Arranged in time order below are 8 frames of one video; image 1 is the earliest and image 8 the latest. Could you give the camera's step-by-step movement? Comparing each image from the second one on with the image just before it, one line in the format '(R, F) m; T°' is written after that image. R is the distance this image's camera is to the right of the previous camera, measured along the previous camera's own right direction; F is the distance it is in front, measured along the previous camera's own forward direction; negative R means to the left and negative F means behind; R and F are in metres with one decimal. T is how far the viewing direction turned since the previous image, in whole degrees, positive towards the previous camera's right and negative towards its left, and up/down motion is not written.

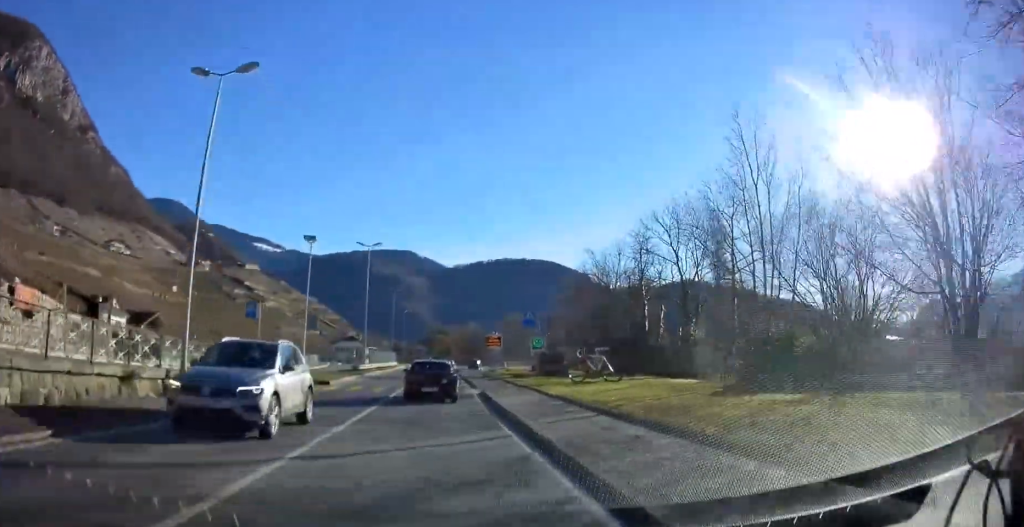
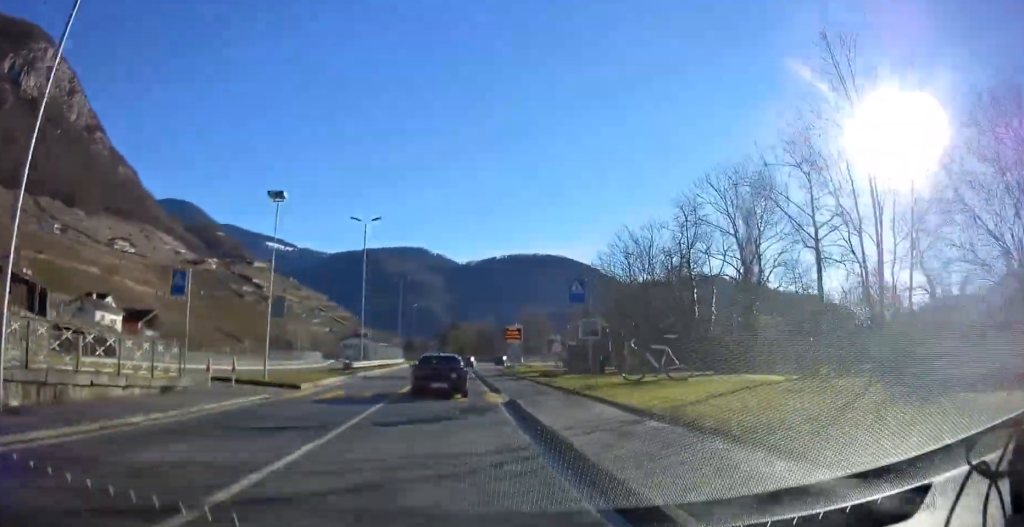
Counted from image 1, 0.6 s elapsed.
(0.0, +8.2) m; -1°
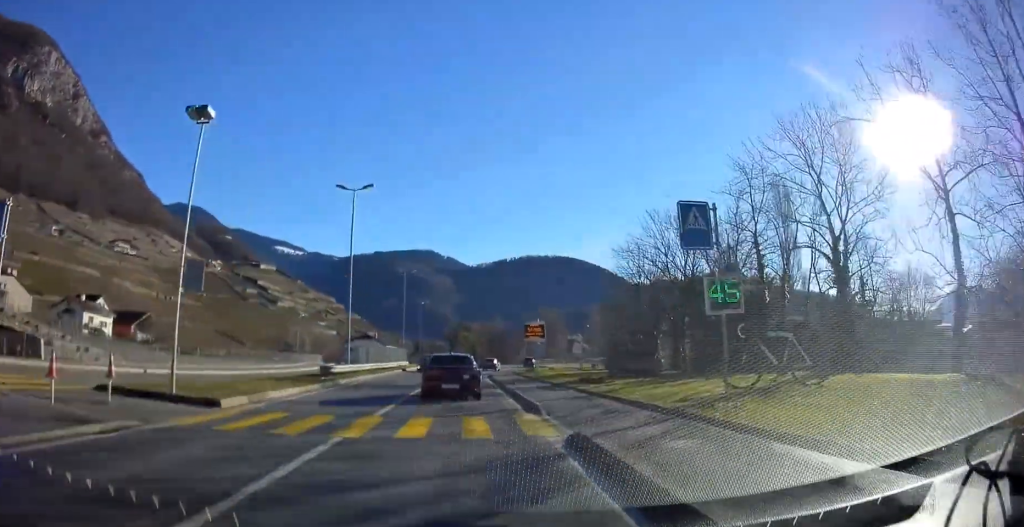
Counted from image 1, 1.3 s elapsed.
(-0.2, +8.9) m; -1°
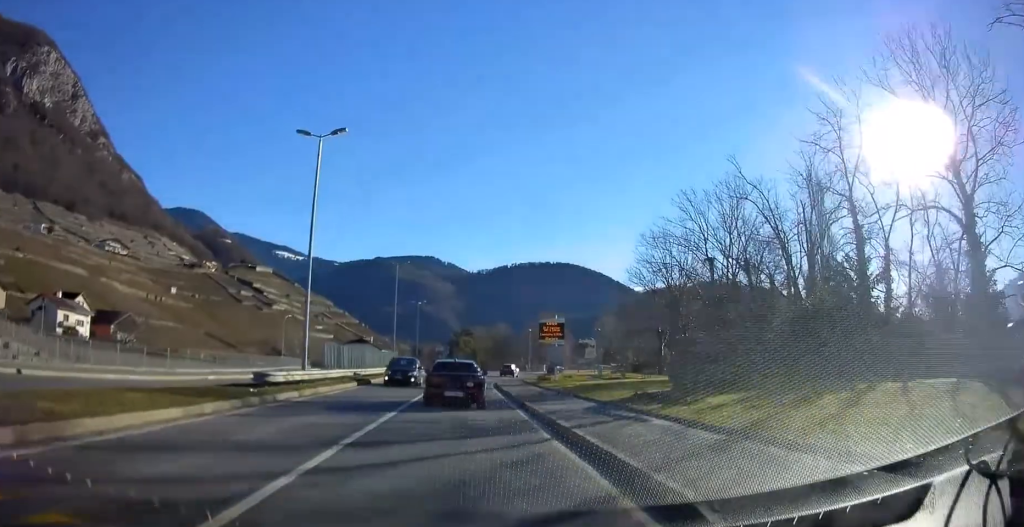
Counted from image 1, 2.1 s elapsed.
(0.0, +9.1) m; 0°
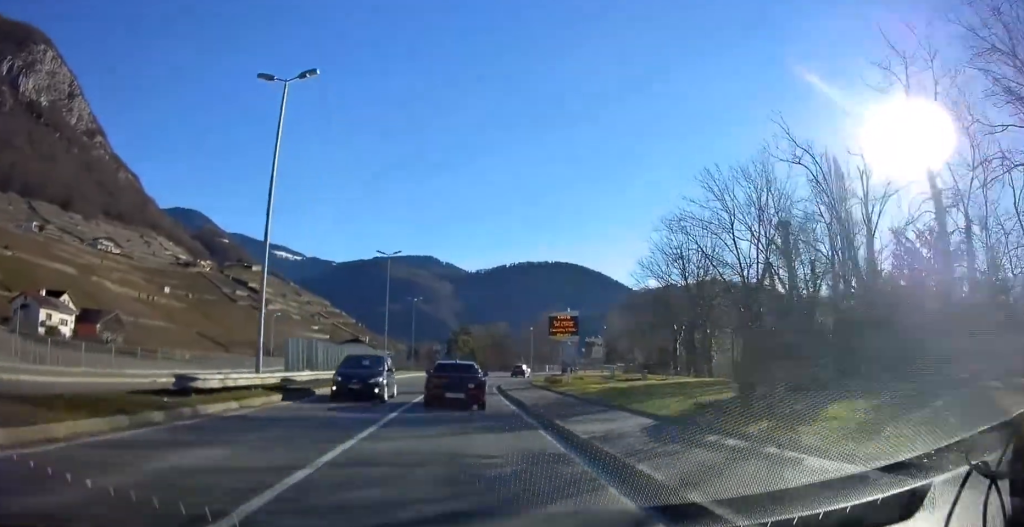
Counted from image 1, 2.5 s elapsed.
(0.0, +5.7) m; 0°
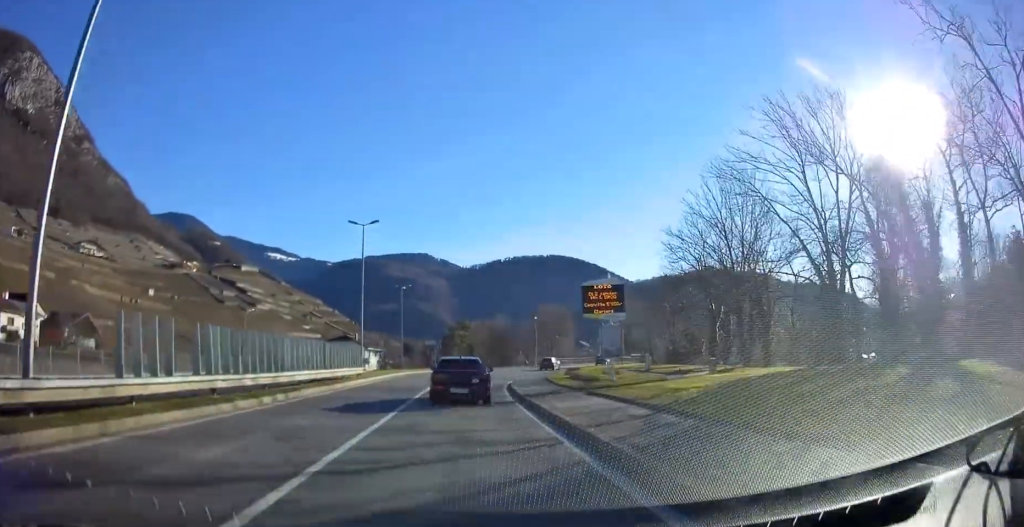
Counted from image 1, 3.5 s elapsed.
(+0.2, +11.1) m; 0°
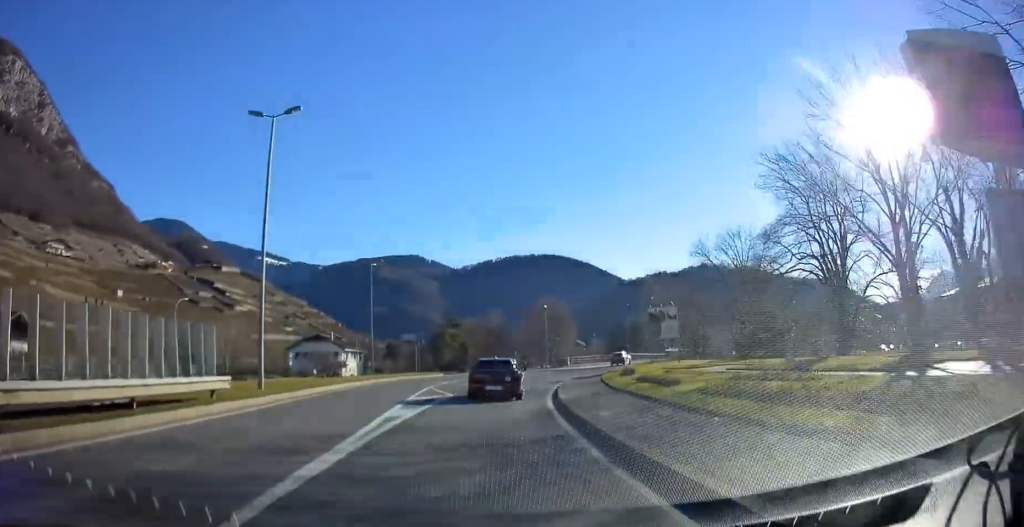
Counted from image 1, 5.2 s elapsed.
(-0.3, +19.8) m; +2°
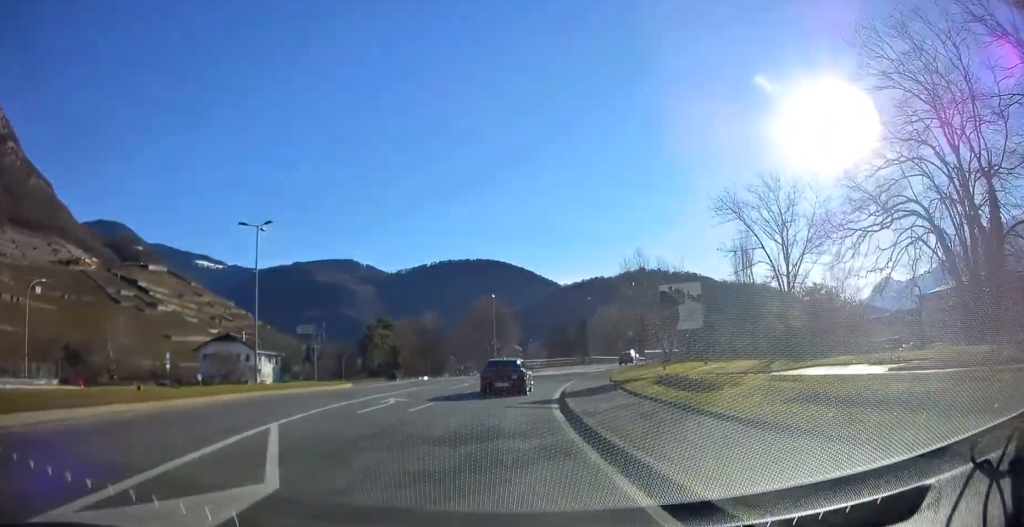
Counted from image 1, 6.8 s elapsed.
(+0.9, +17.2) m; +5°
